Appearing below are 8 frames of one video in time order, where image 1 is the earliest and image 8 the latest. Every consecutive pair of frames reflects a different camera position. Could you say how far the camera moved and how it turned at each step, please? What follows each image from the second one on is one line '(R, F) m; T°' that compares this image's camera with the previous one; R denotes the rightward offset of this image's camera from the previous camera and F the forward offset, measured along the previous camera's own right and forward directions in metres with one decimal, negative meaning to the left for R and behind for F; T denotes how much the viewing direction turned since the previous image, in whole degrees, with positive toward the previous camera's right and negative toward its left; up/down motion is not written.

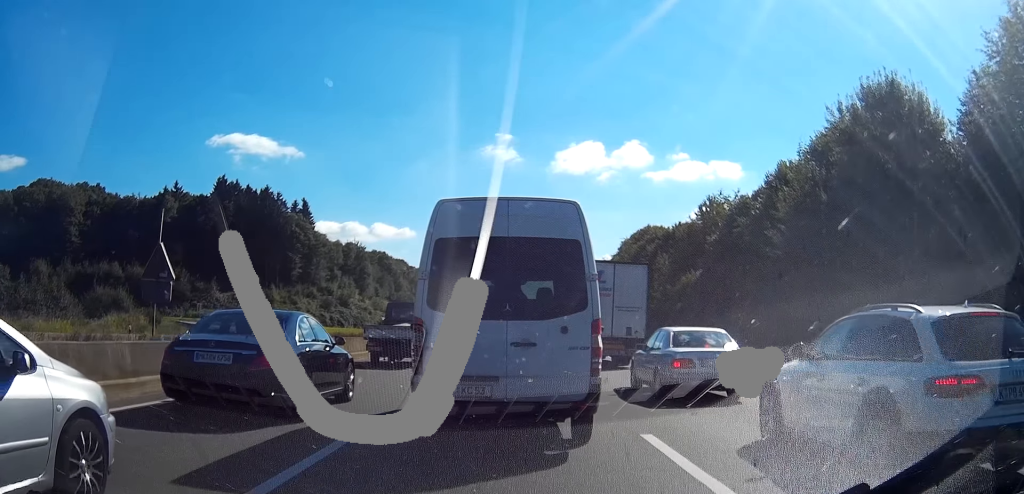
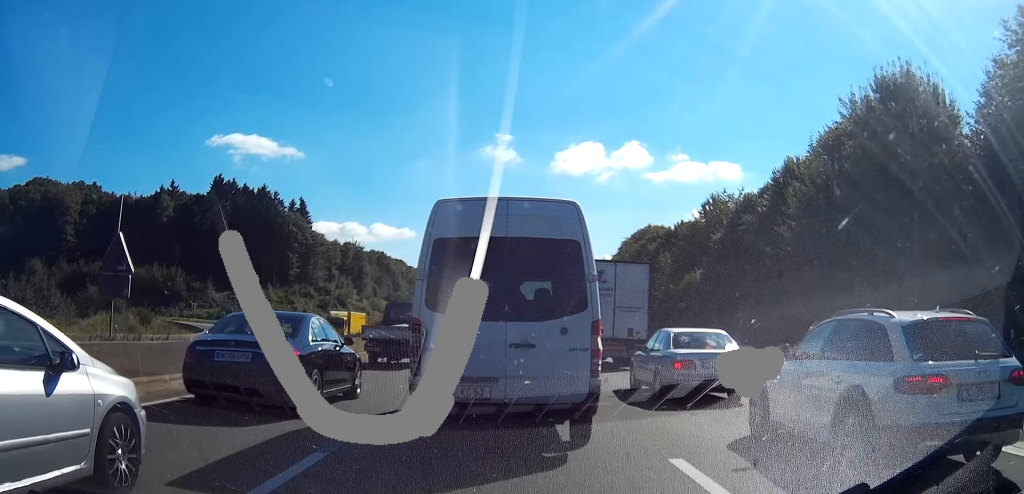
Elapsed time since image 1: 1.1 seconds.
(-0.1, +1.9) m; -2°
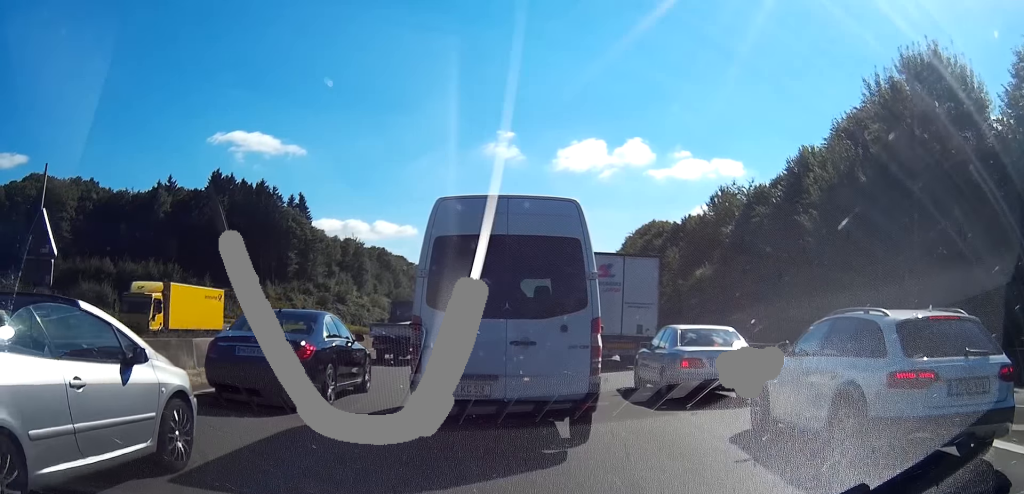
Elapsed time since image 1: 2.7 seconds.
(0.0, +2.8) m; -2°
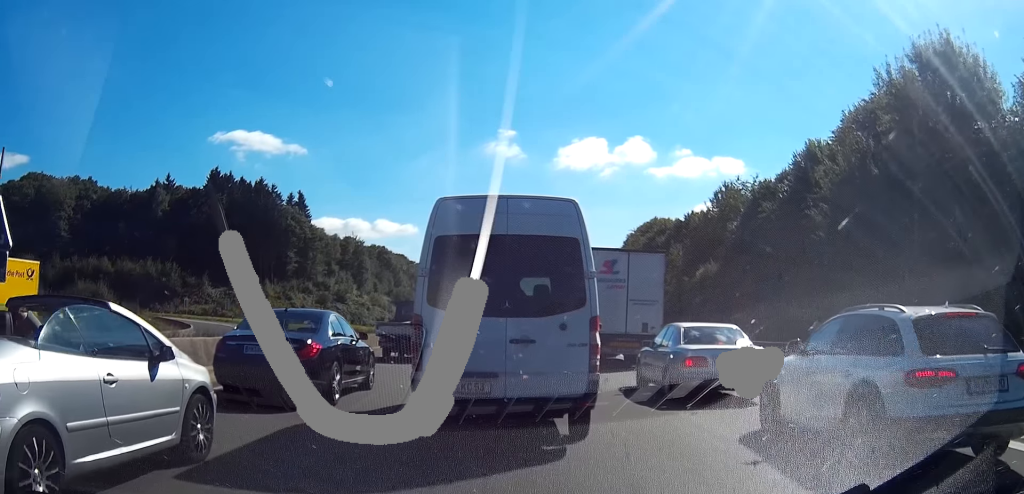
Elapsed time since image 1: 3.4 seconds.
(0.0, +1.3) m; -1°
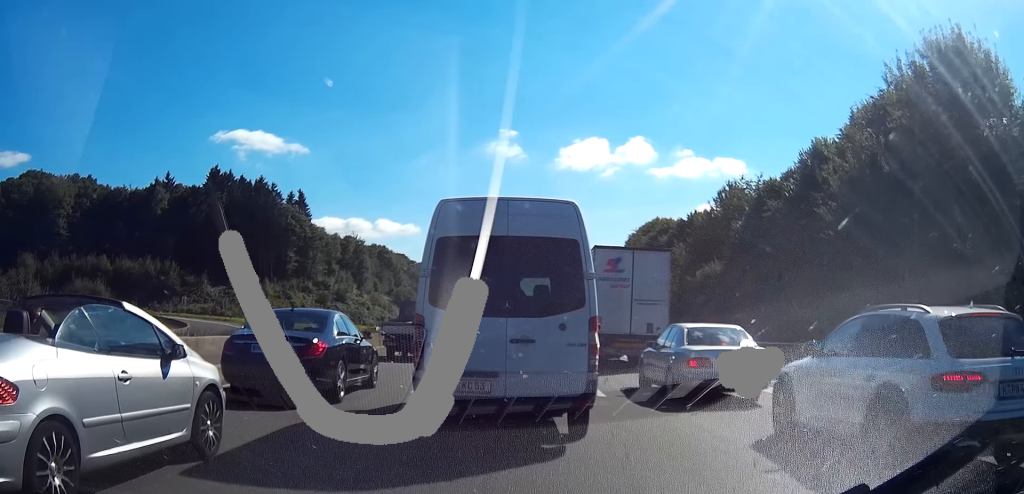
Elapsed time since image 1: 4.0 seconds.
(0.0, +1.0) m; -1°
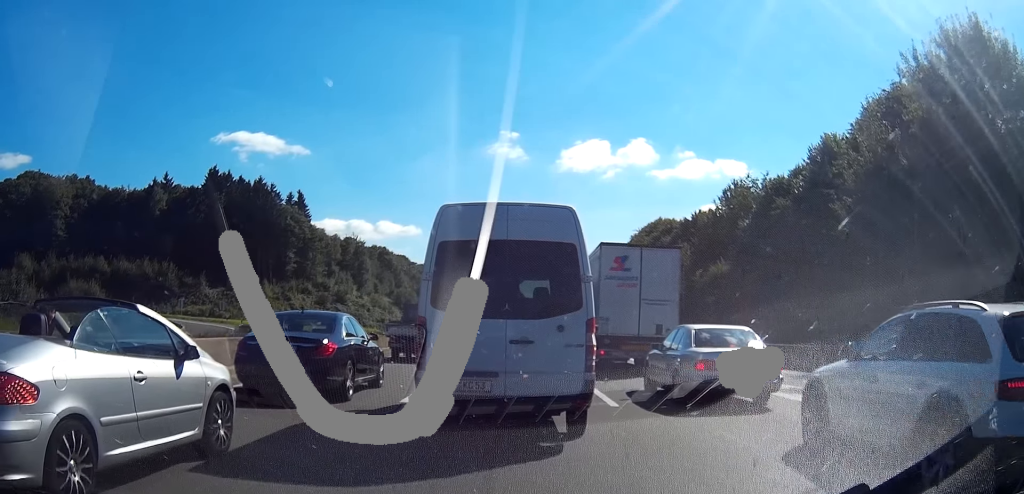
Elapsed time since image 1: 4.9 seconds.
(0.0, +1.6) m; -2°
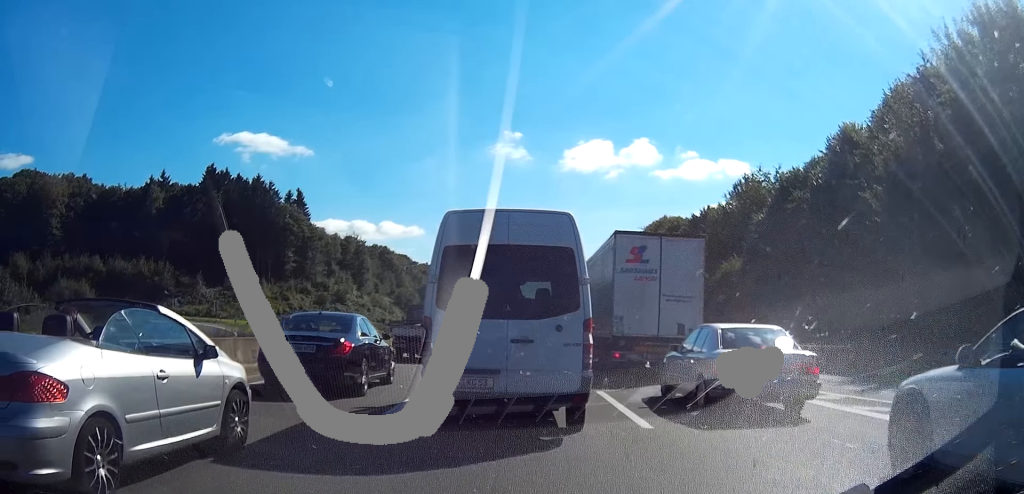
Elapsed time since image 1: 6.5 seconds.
(-0.1, +2.5) m; -1°
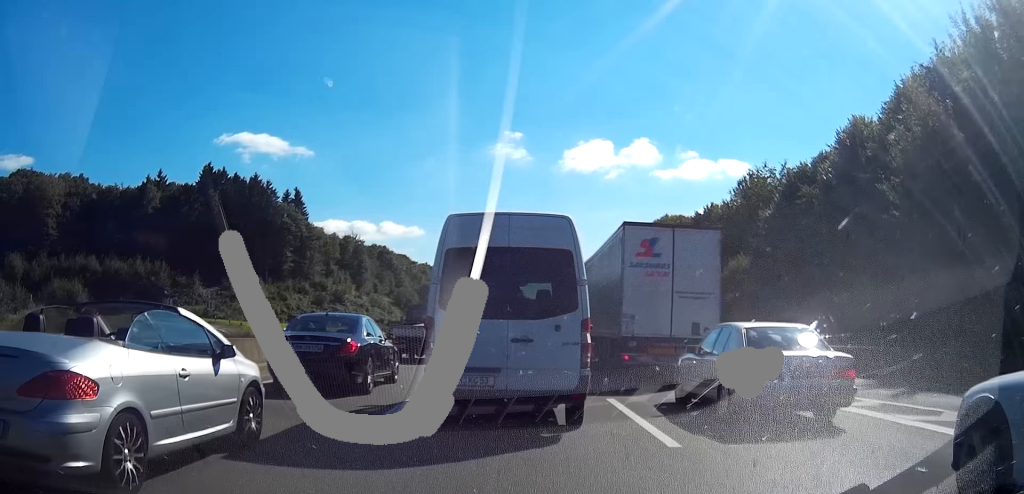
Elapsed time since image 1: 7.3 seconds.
(0.0, +1.3) m; 0°
